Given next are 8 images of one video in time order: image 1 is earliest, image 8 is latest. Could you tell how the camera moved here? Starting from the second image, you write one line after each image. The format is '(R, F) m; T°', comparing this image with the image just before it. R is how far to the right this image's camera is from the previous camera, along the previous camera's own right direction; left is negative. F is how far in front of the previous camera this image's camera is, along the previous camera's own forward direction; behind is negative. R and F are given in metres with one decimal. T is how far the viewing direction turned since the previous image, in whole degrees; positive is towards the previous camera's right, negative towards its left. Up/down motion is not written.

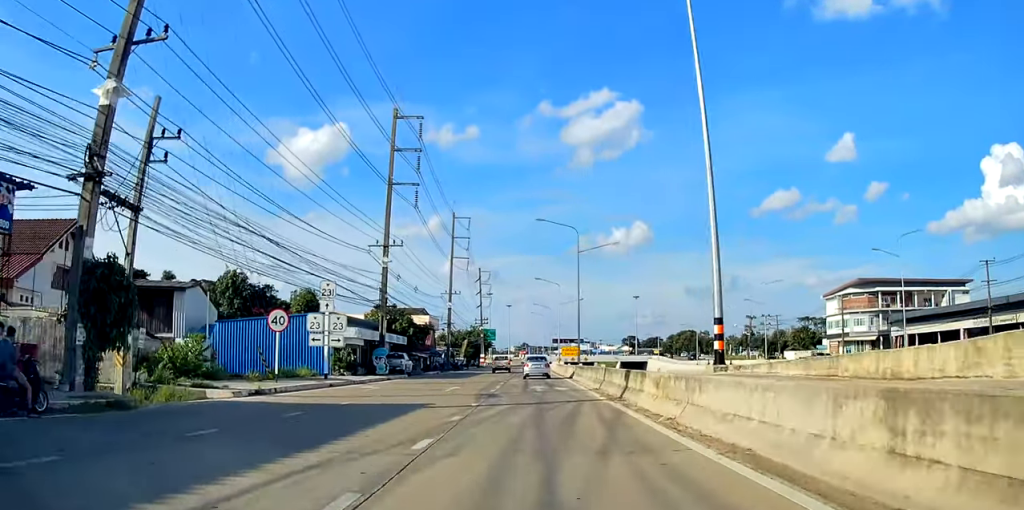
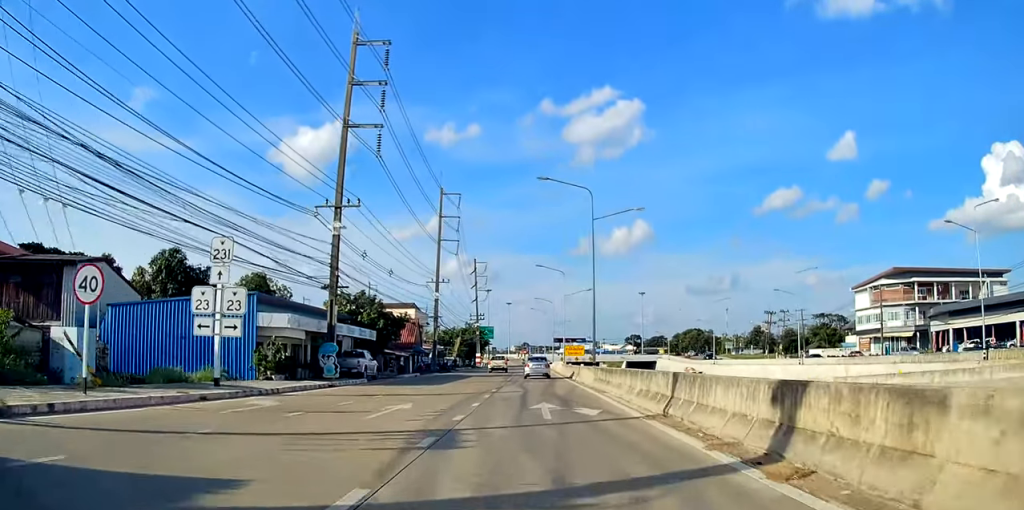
(-0.1, +11.3) m; 0°
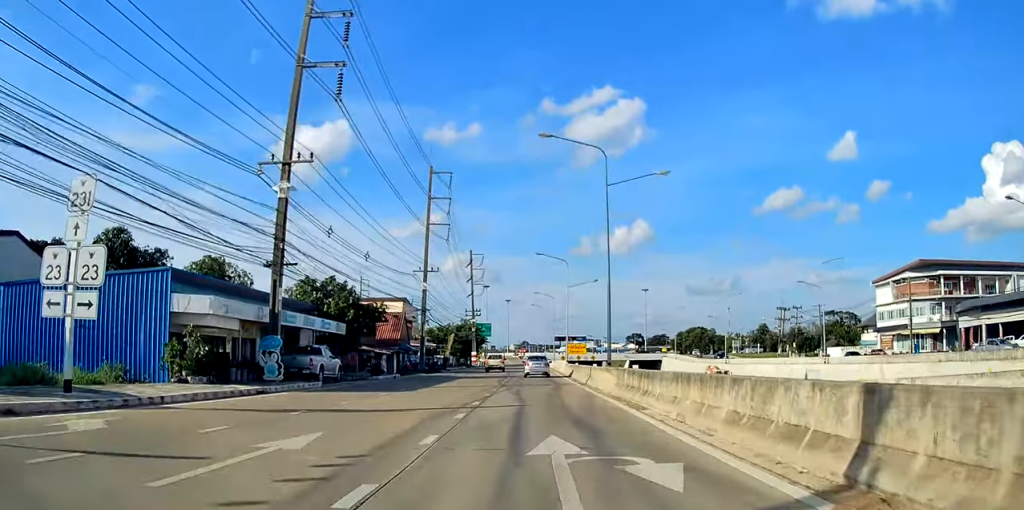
(0.0, +7.9) m; 0°
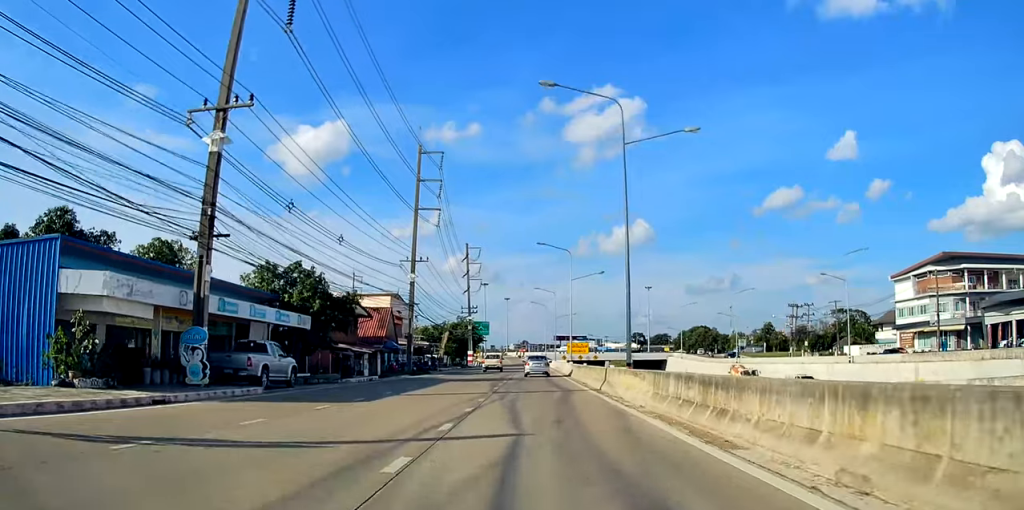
(0.0, +6.5) m; 0°
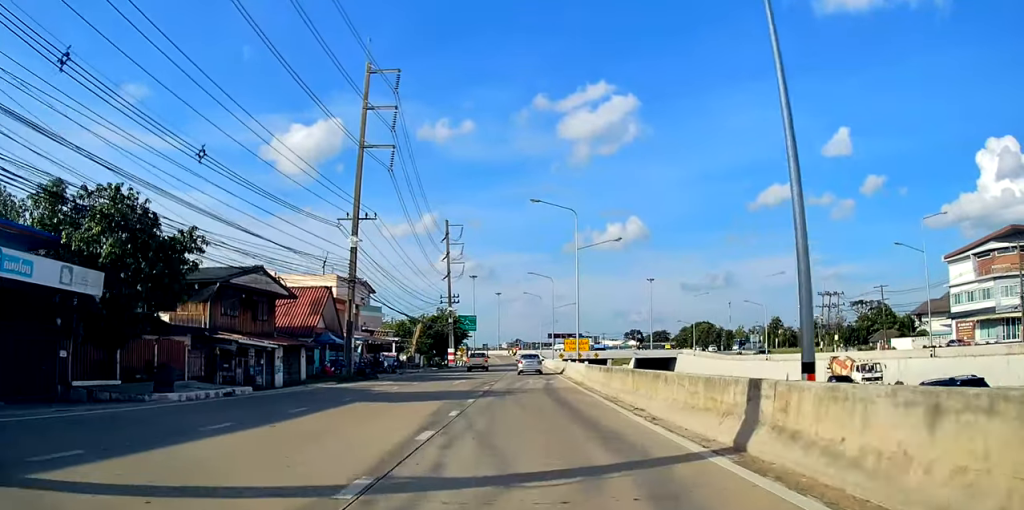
(-0.2, +17.0) m; -1°
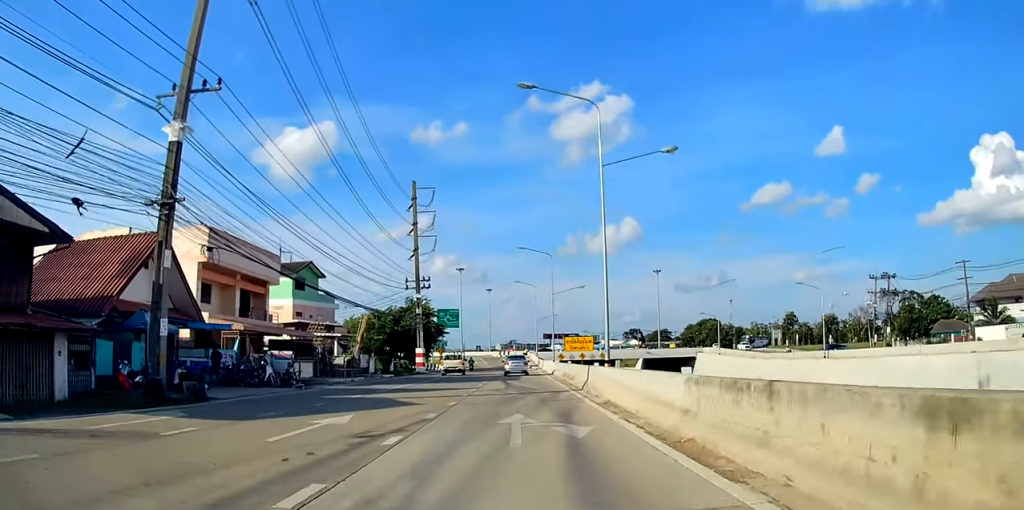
(+0.4, +20.0) m; +3°
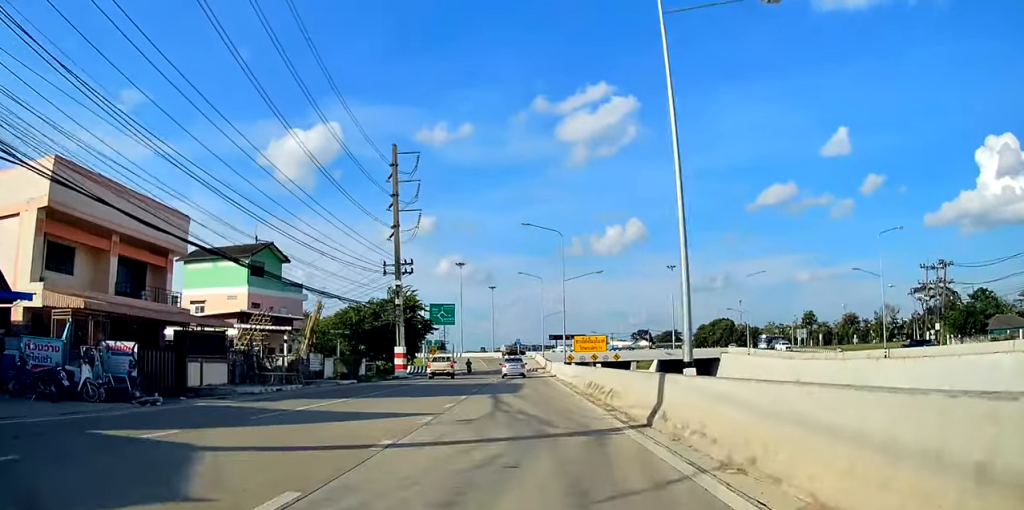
(+0.5, +12.1) m; 0°
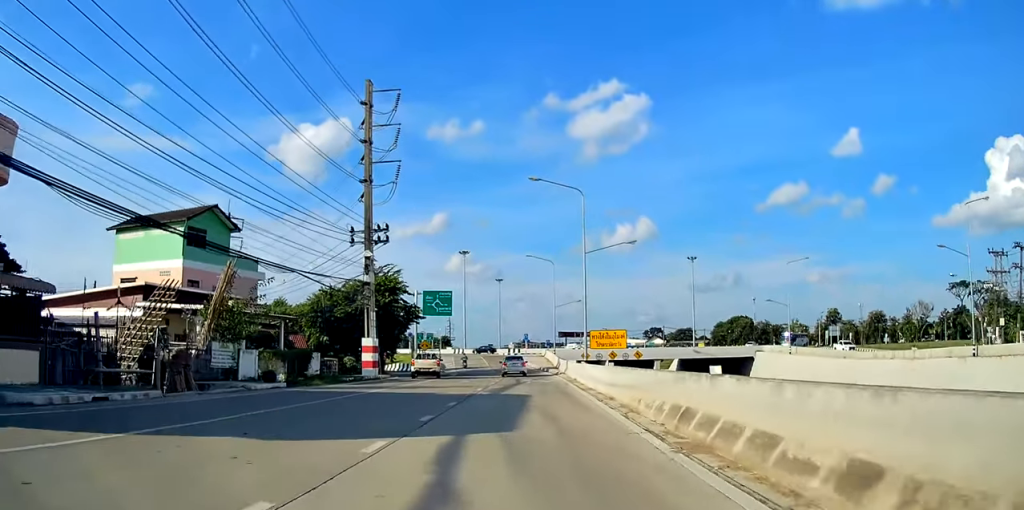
(-0.6, +12.7) m; -2°
